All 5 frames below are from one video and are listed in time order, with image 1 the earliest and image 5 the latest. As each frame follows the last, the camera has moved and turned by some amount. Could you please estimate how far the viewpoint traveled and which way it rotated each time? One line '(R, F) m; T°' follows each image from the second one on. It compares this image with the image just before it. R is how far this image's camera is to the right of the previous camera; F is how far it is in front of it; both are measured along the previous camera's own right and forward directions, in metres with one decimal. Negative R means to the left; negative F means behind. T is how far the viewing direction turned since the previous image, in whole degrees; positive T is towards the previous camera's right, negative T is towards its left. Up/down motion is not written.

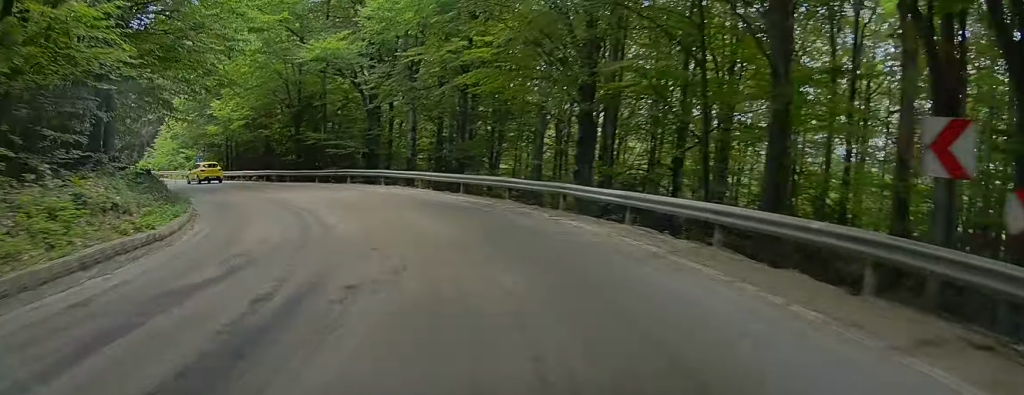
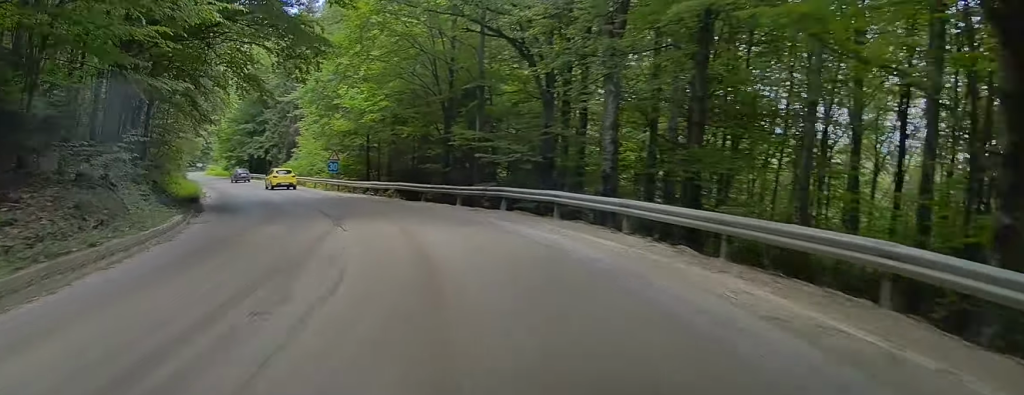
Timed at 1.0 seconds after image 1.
(-1.2, +16.3) m; -7°
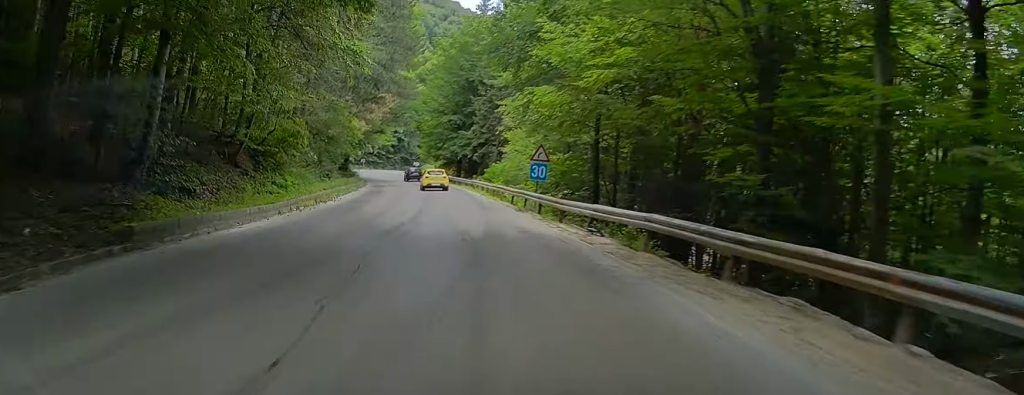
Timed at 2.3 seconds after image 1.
(-1.0, +20.9) m; -7°
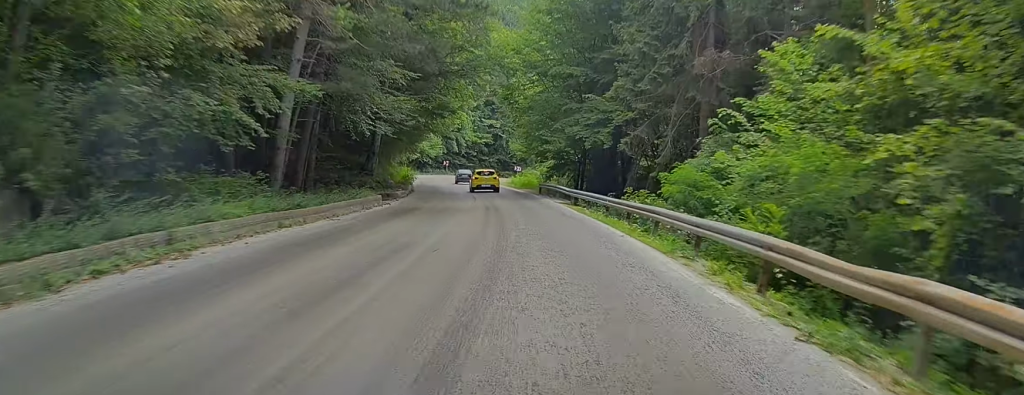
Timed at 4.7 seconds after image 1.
(-6.4, +35.5) m; -18°
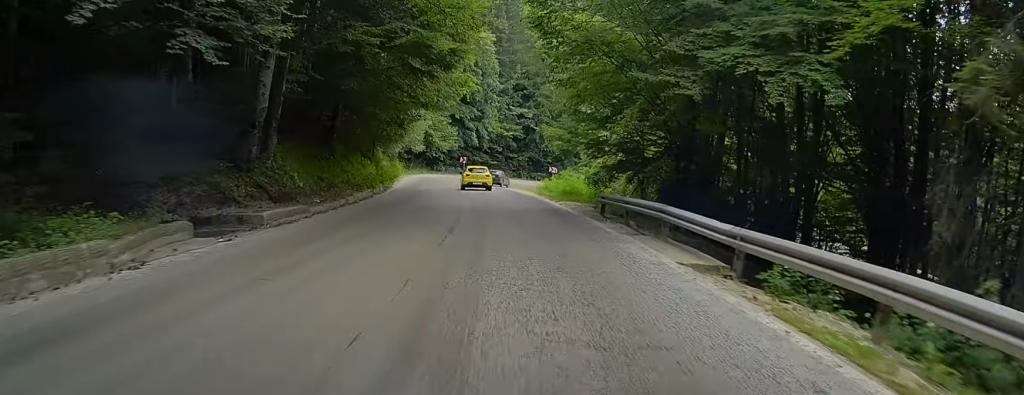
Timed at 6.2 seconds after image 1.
(+1.1, +21.5) m; +7°
